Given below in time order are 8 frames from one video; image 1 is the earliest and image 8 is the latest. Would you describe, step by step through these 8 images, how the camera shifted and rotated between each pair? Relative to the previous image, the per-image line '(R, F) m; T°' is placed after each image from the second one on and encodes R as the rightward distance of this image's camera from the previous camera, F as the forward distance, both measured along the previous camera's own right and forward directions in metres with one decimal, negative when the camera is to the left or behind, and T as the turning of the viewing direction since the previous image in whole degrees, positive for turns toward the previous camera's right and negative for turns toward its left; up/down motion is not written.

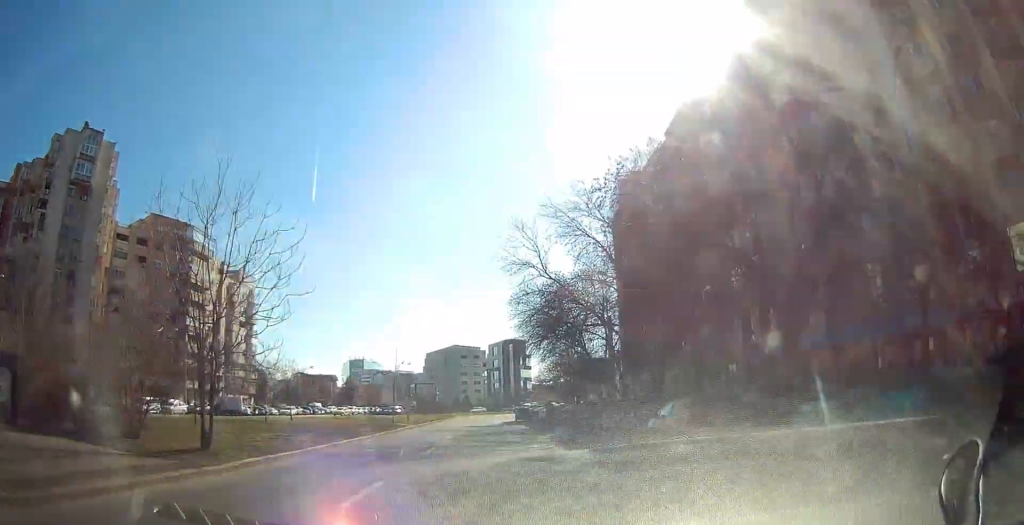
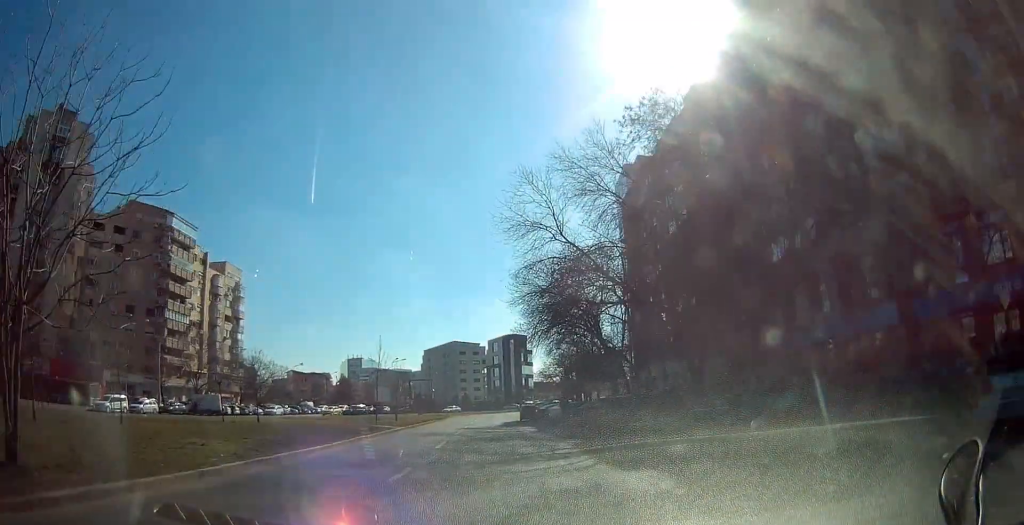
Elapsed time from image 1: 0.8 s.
(+0.2, +7.3) m; +1°
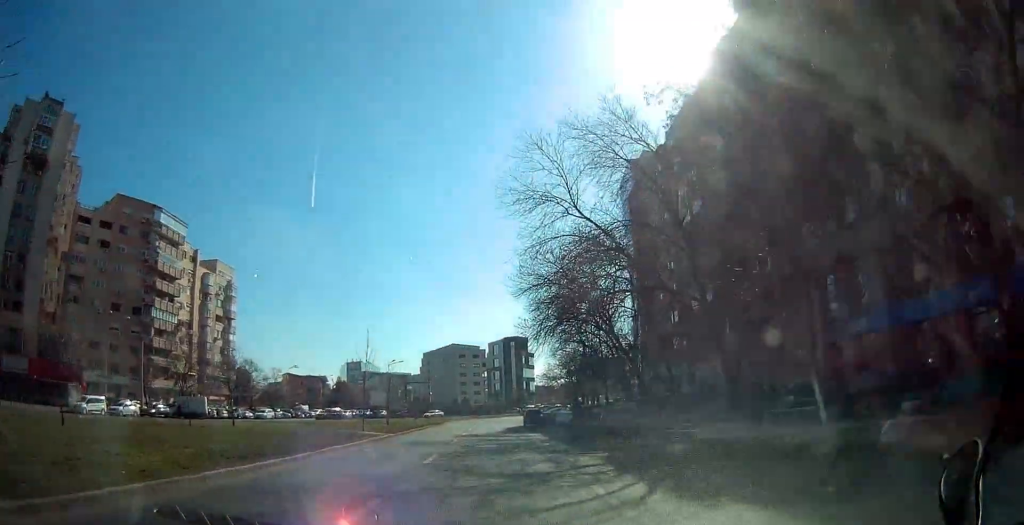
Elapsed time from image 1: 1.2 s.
(+0.1, +4.2) m; 0°
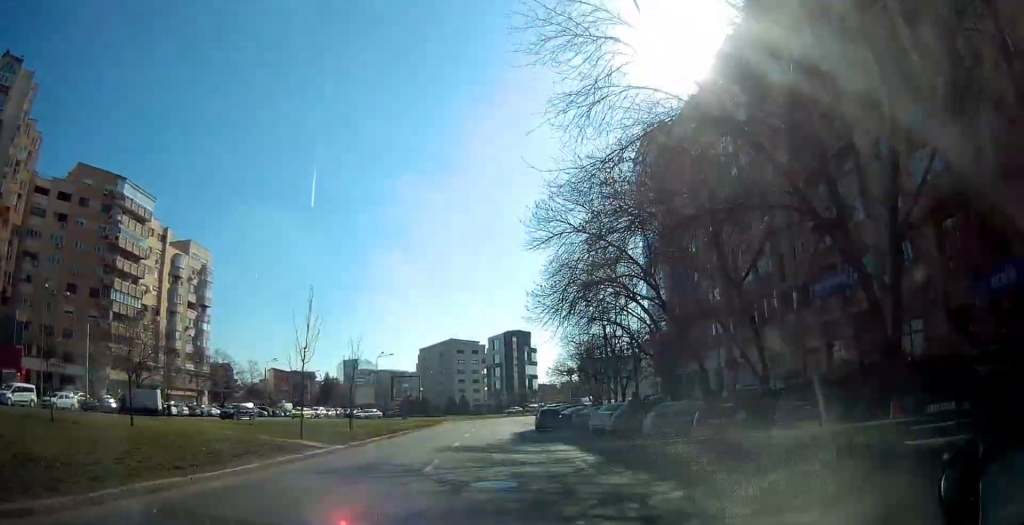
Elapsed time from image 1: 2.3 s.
(-0.3, +11.5) m; -2°
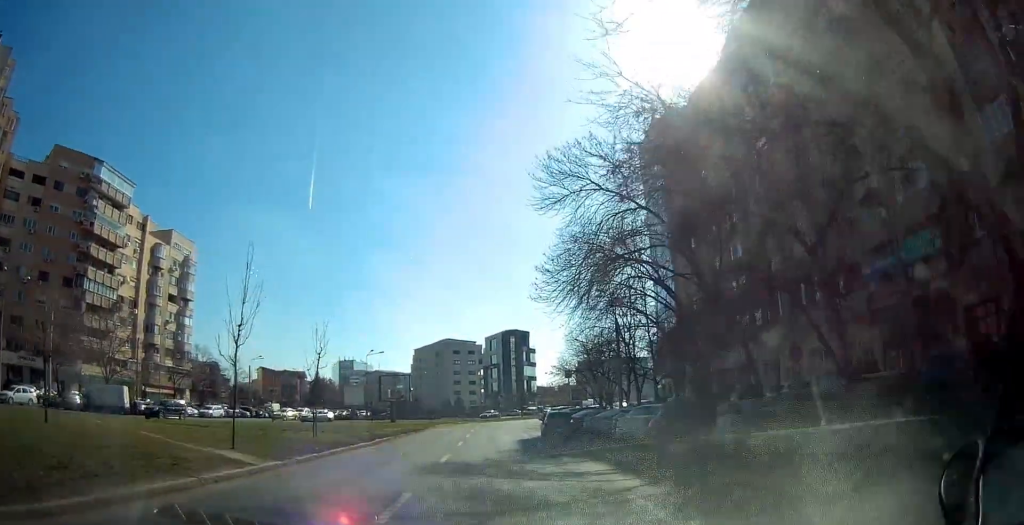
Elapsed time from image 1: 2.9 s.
(-0.1, +6.1) m; 0°
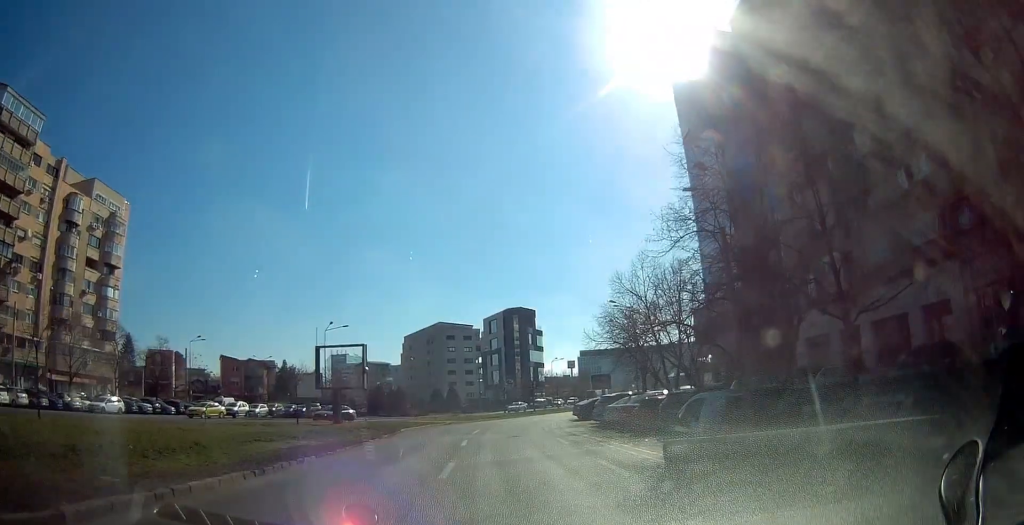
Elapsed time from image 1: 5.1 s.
(+0.4, +23.1) m; +3°
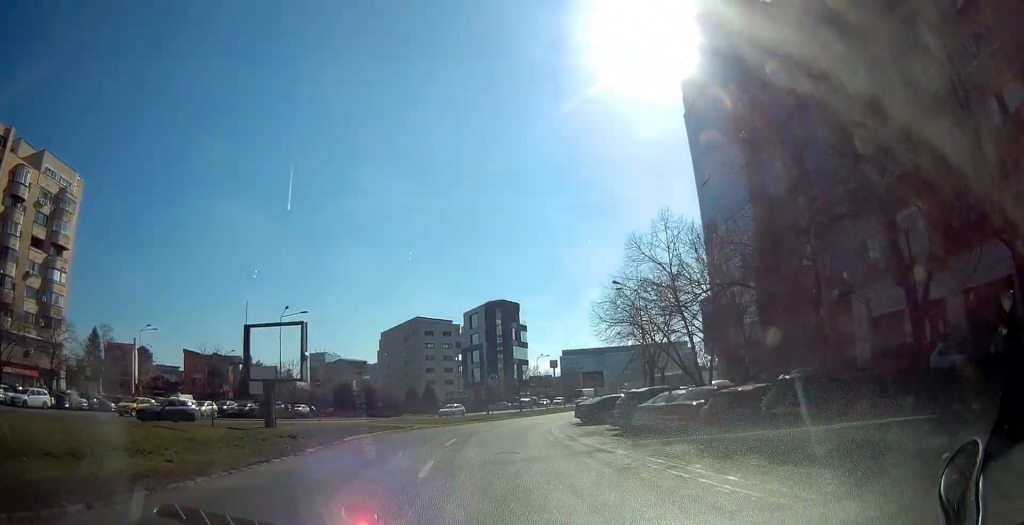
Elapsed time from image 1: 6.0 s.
(0.0, +8.8) m; 0°
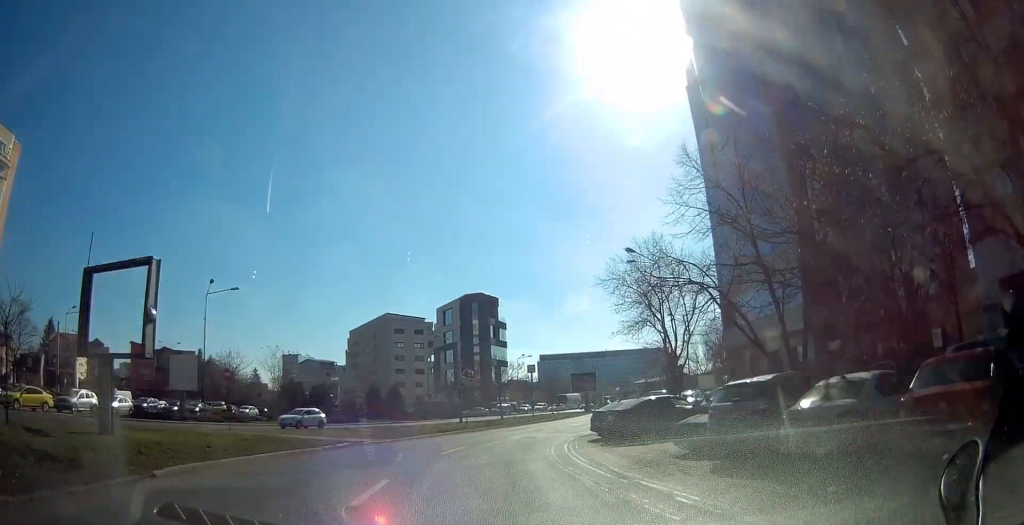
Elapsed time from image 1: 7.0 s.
(0.0, +11.3) m; +2°
